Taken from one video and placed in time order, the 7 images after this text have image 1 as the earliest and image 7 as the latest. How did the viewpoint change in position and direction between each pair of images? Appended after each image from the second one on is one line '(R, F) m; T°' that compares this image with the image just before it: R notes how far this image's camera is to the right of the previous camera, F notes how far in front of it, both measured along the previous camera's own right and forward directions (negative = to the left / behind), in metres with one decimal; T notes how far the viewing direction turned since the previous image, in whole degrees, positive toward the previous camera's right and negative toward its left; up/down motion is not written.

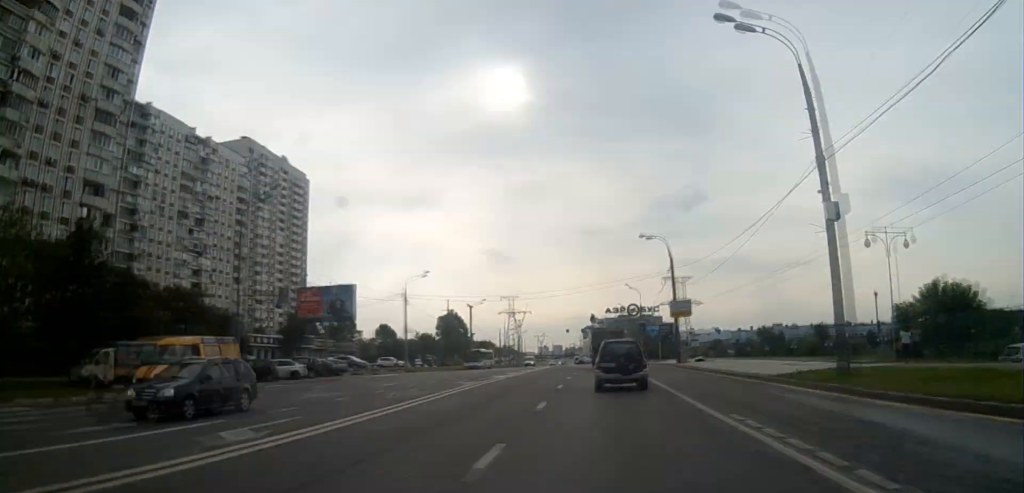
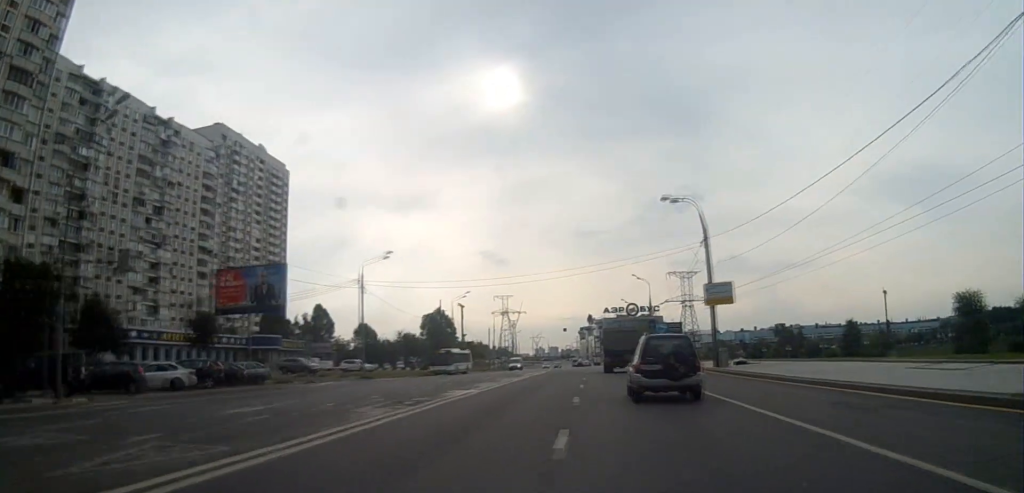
(0.0, +14.8) m; 0°
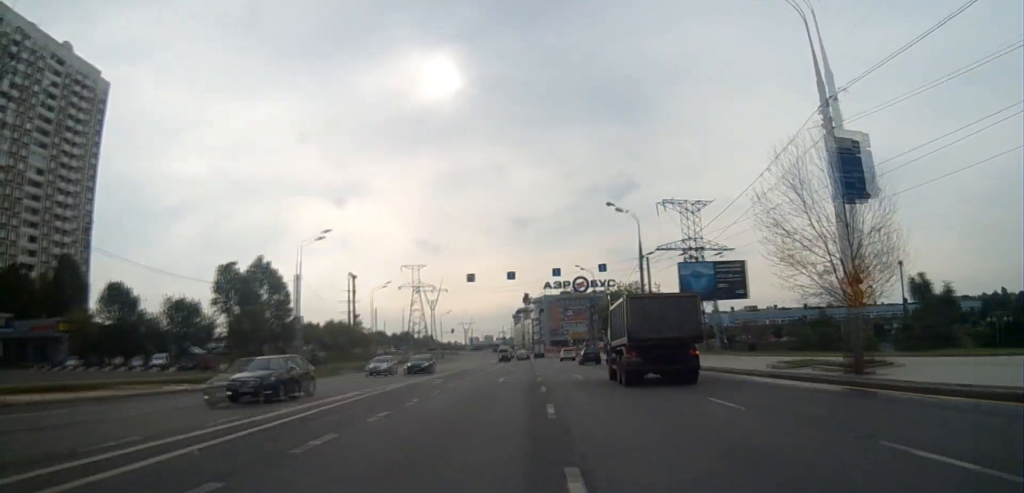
(+2.6, +75.3) m; +4°
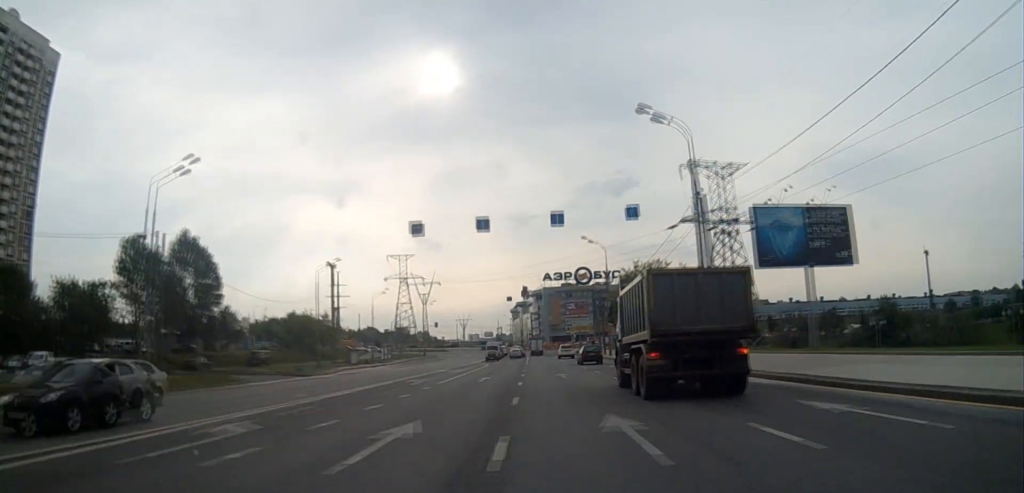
(+0.1, +21.3) m; +1°
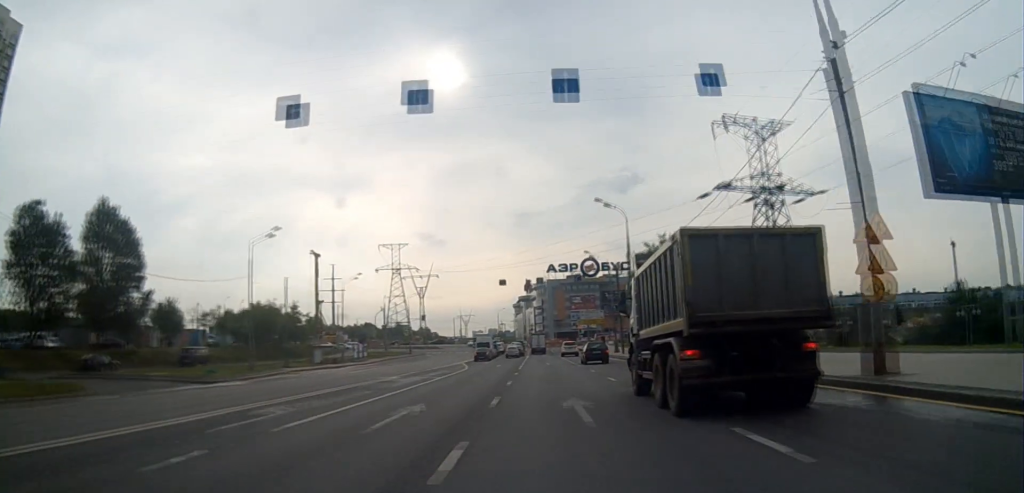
(0.0, +17.4) m; 0°
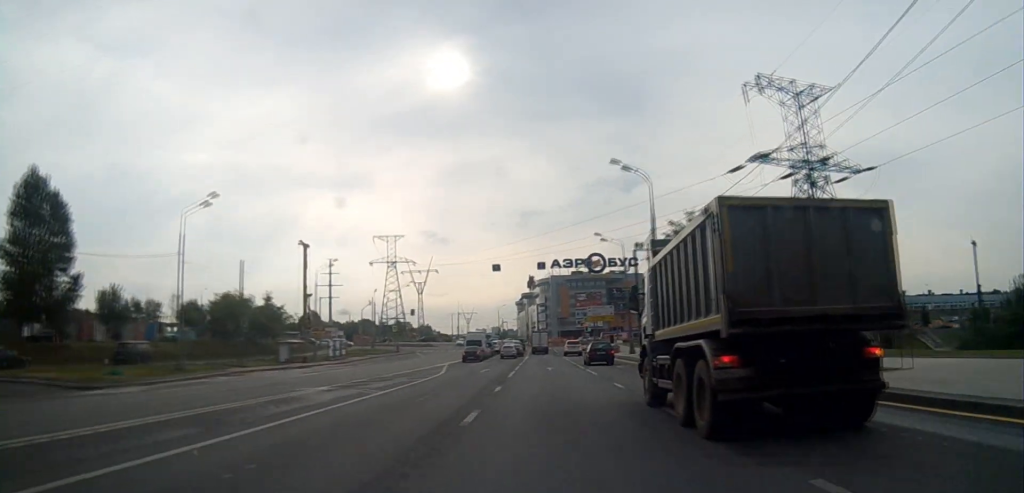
(+0.1, +12.6) m; 0°
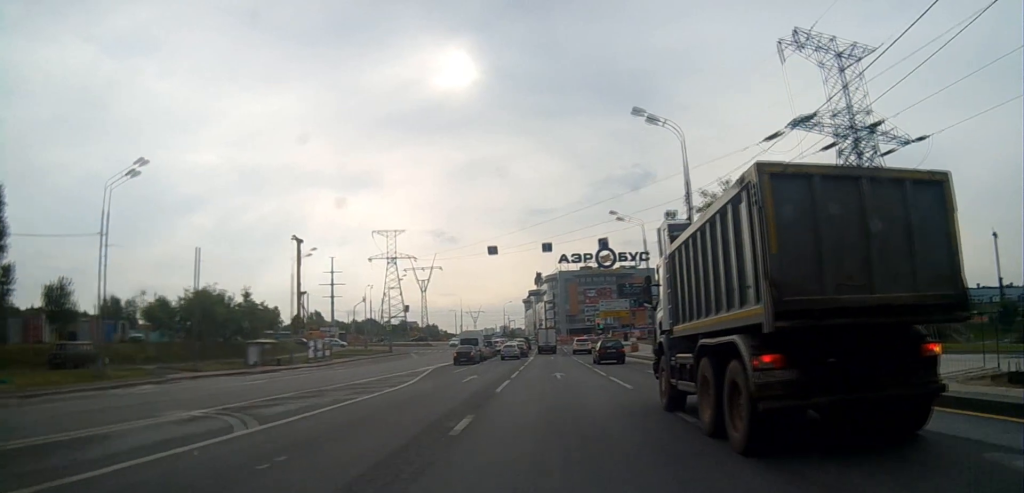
(-0.1, +9.8) m; 0°
